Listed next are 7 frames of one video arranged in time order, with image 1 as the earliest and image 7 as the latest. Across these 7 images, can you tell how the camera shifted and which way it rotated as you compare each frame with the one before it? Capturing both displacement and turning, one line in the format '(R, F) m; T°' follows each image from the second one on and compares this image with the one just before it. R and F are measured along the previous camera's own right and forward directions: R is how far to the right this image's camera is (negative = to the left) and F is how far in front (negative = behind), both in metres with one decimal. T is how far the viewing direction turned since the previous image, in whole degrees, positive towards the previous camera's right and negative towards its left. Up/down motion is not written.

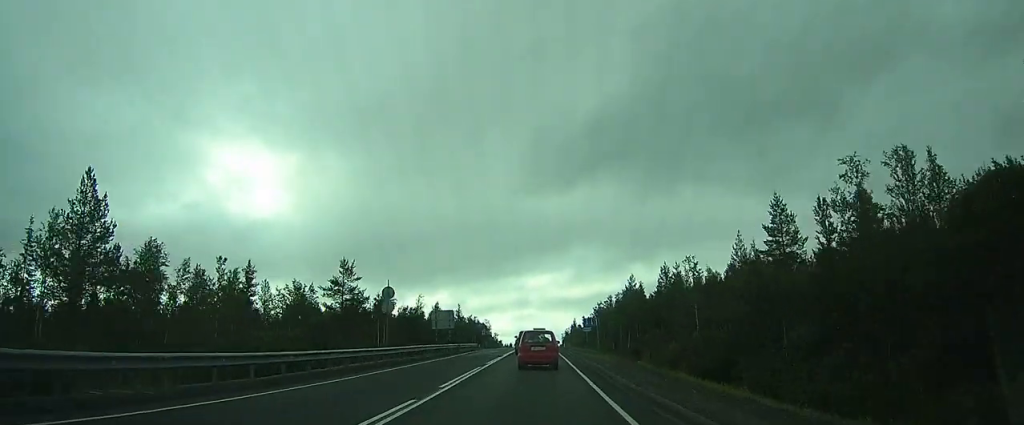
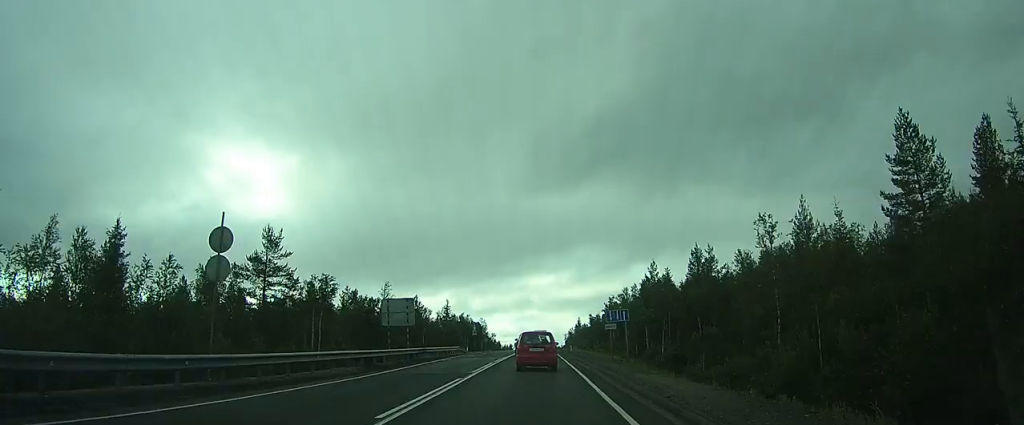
(-0.2, +18.6) m; -1°
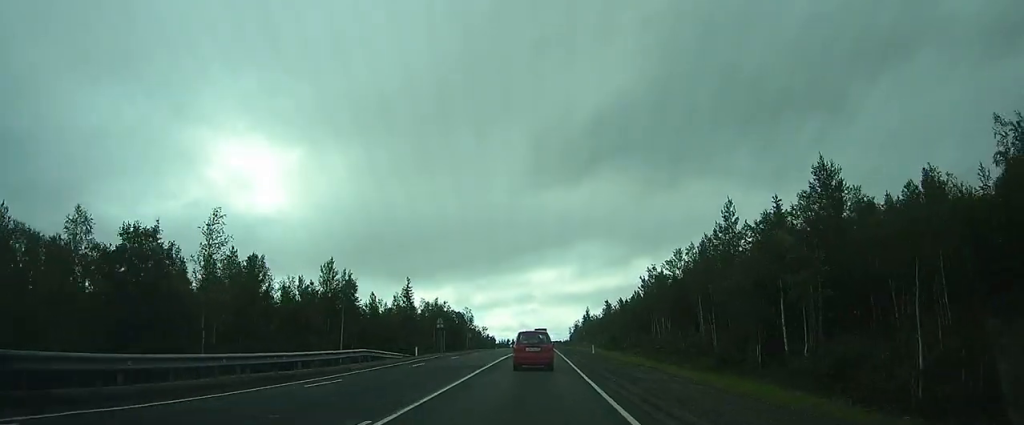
(0.0, +35.3) m; 0°
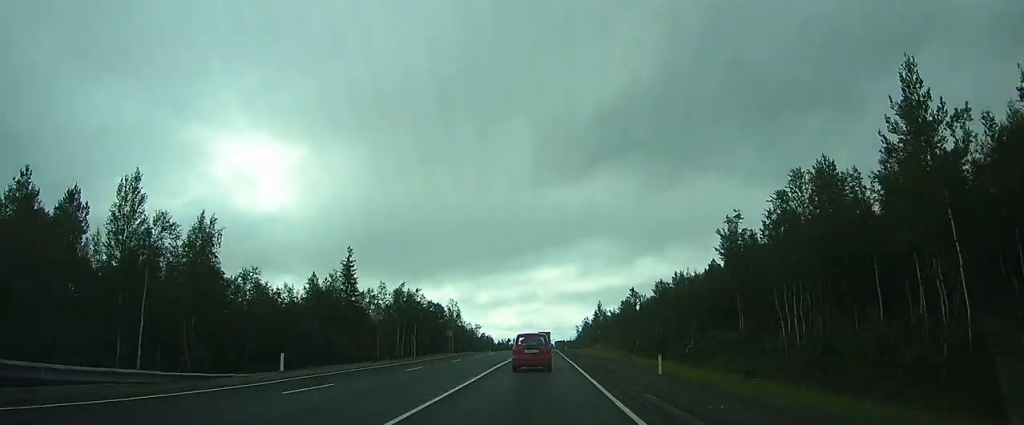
(+0.1, +26.9) m; 0°
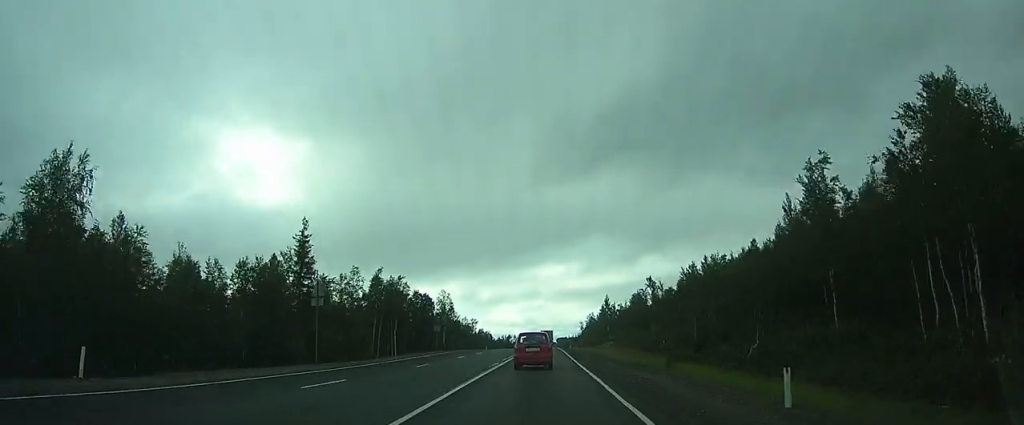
(0.0, +11.4) m; 0°
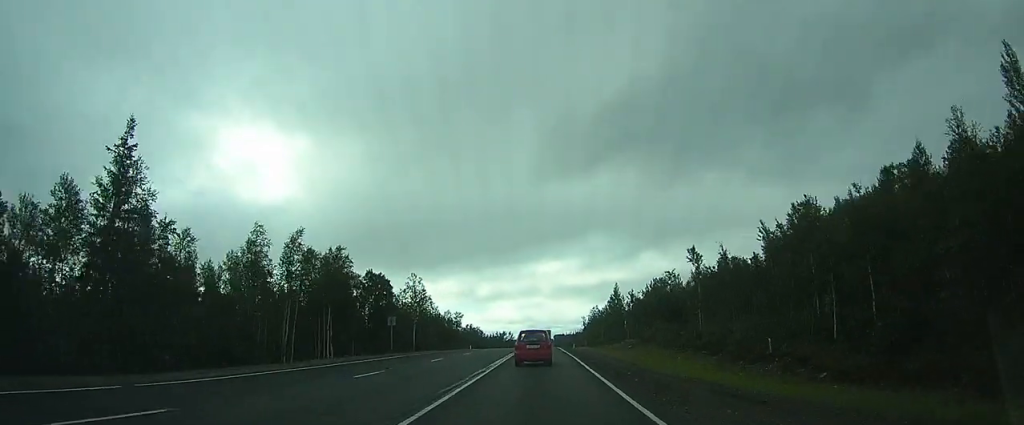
(+0.1, +20.6) m; 0°
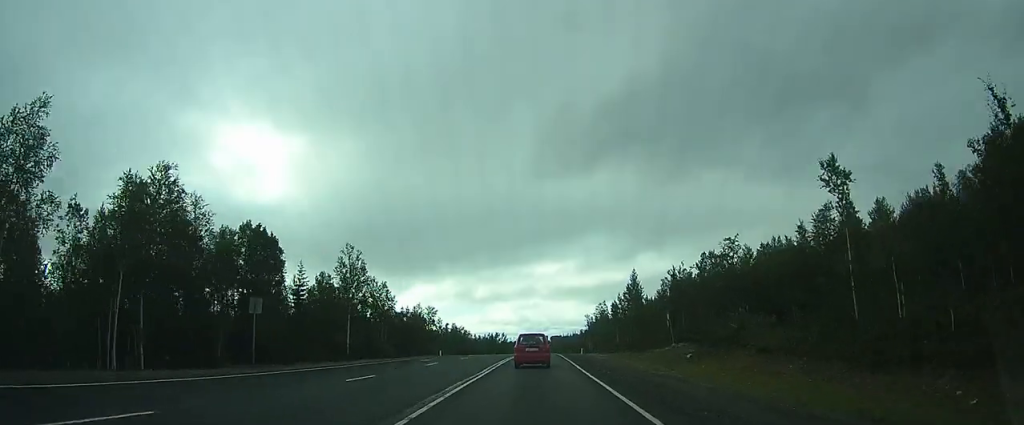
(+0.2, +24.3) m; +1°
